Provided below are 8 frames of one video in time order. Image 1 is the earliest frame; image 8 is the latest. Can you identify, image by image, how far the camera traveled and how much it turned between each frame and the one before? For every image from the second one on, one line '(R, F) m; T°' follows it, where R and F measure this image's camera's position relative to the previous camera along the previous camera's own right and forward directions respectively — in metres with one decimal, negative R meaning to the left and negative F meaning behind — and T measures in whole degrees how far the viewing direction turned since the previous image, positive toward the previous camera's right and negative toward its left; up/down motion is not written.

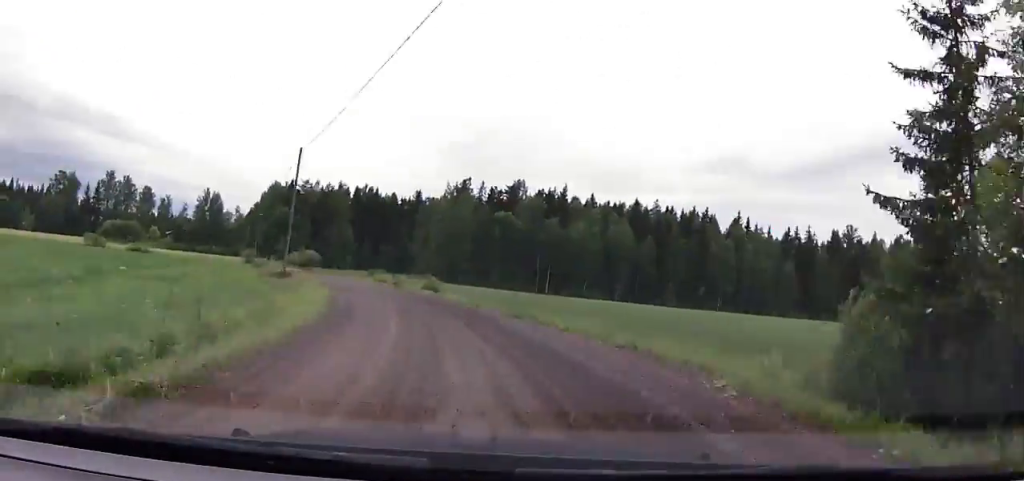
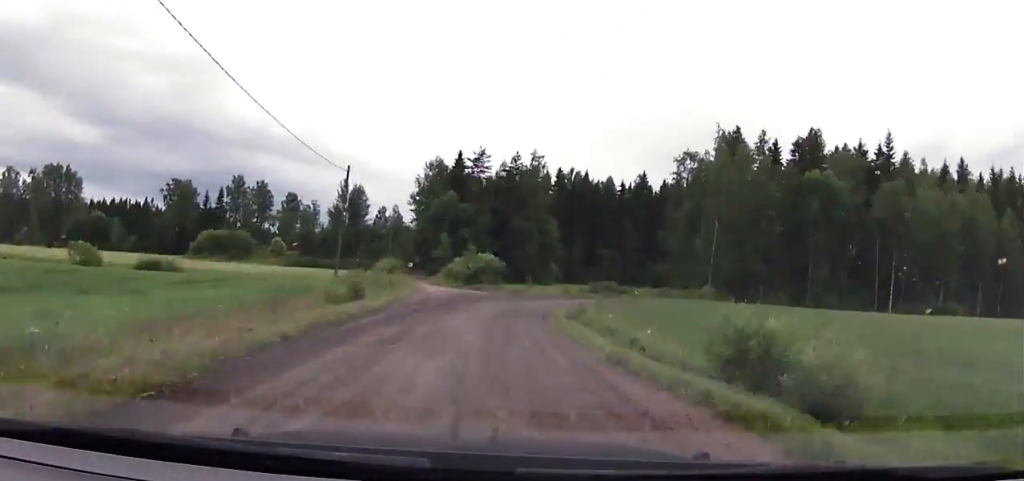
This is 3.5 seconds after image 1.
(-10.2, +51.5) m; +4°
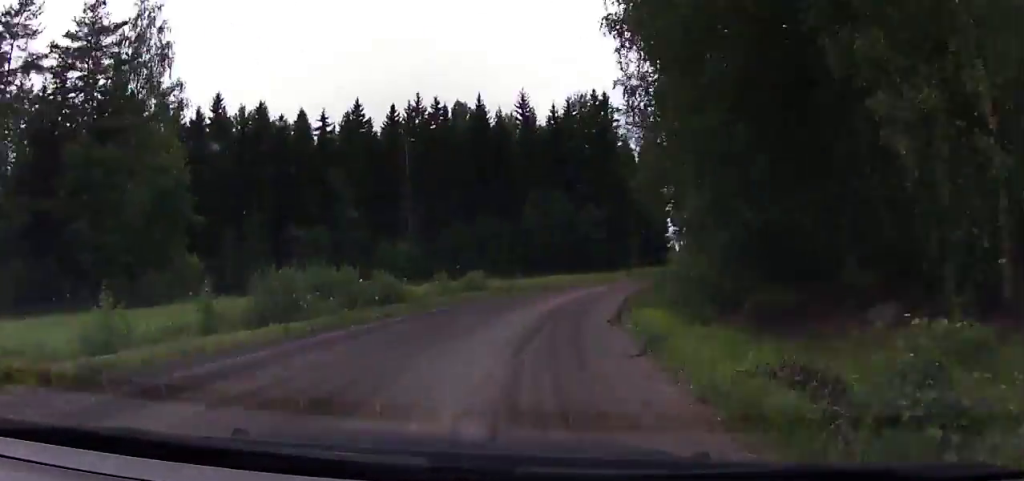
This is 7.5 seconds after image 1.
(+10.8, +56.4) m; +16°
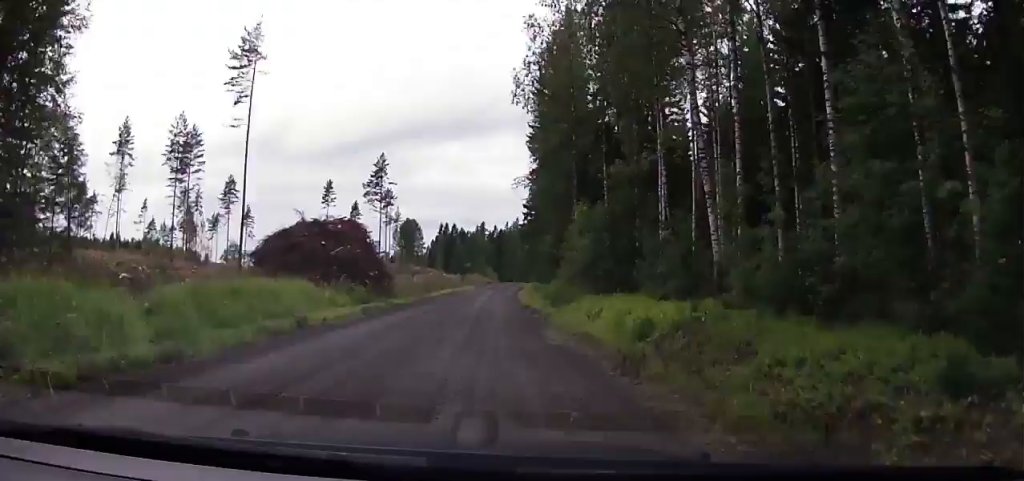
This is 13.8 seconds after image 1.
(+23.3, +86.8) m; +22°
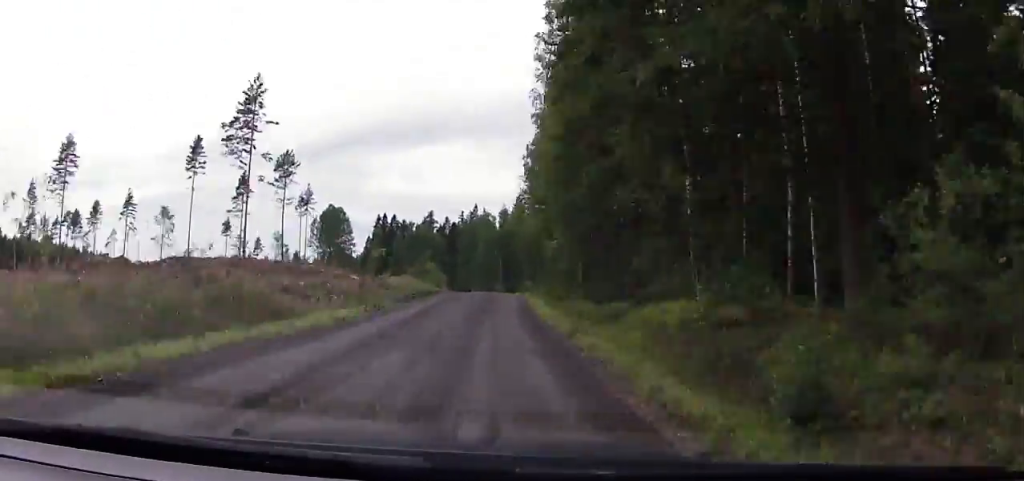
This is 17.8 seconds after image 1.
(+5.8, +58.6) m; +4°
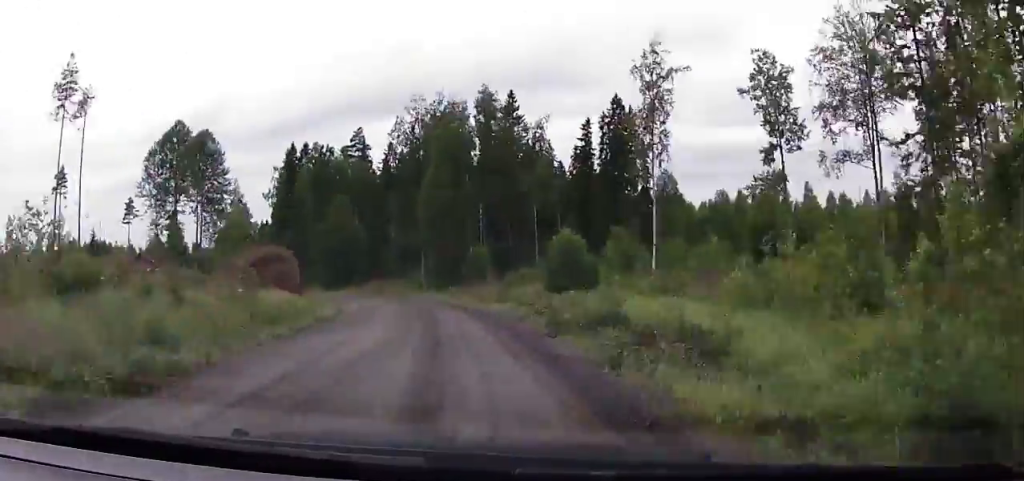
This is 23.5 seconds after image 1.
(-1.0, +83.4) m; -12°
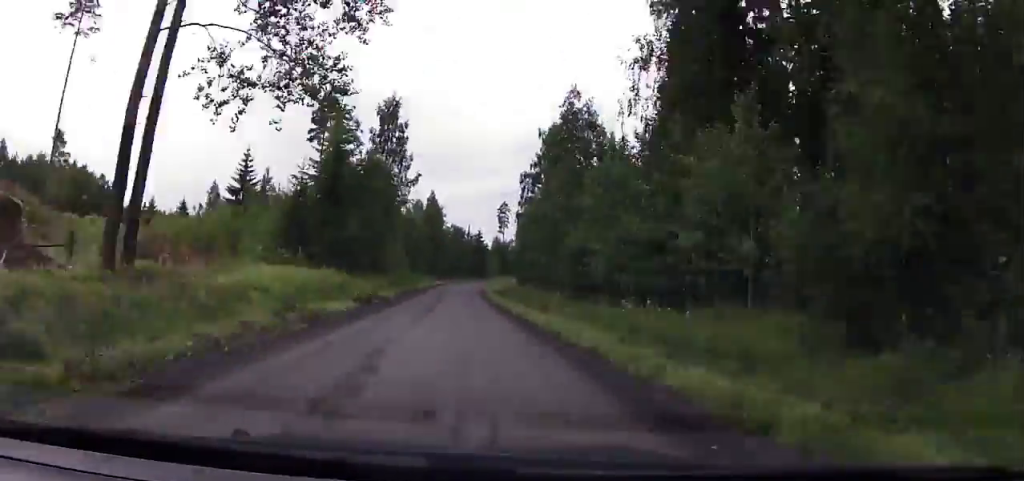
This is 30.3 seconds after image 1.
(-21.6, +98.5) m; -12°
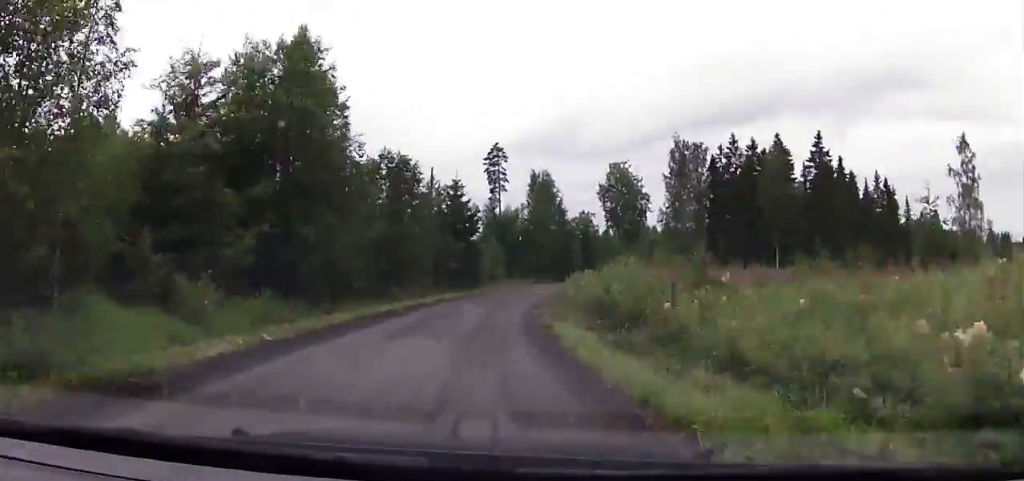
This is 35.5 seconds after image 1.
(-2.5, +79.0) m; +8°
